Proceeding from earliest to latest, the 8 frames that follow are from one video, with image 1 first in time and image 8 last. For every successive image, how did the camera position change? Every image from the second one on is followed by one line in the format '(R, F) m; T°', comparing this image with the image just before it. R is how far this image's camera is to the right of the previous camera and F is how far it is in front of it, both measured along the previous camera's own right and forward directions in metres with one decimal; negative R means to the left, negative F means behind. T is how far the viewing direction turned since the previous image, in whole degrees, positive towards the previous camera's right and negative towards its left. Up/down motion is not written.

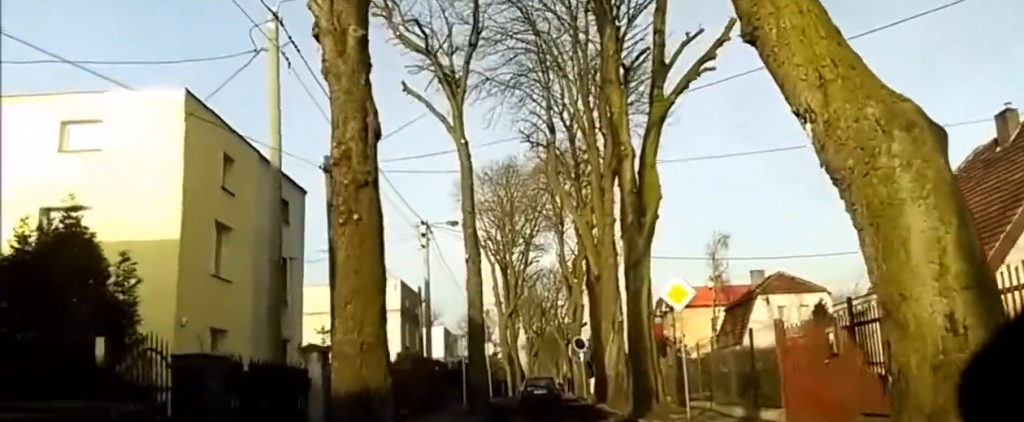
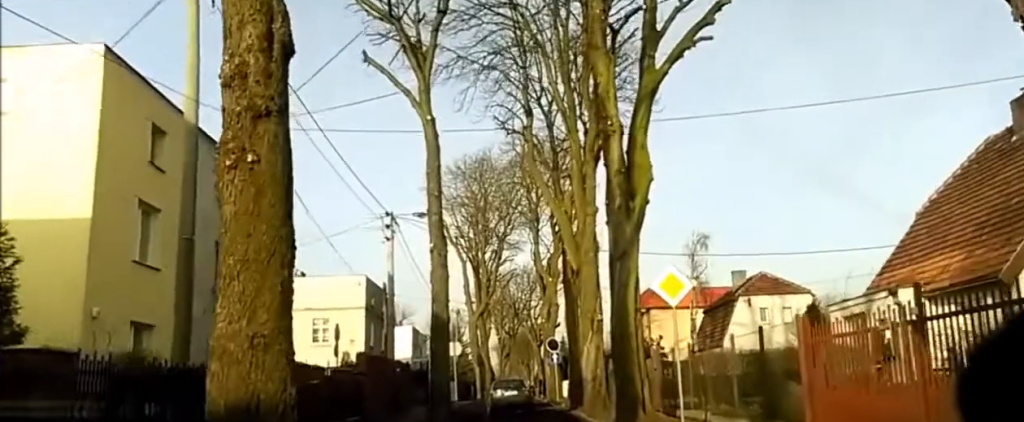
(+0.9, +3.1) m; +14°
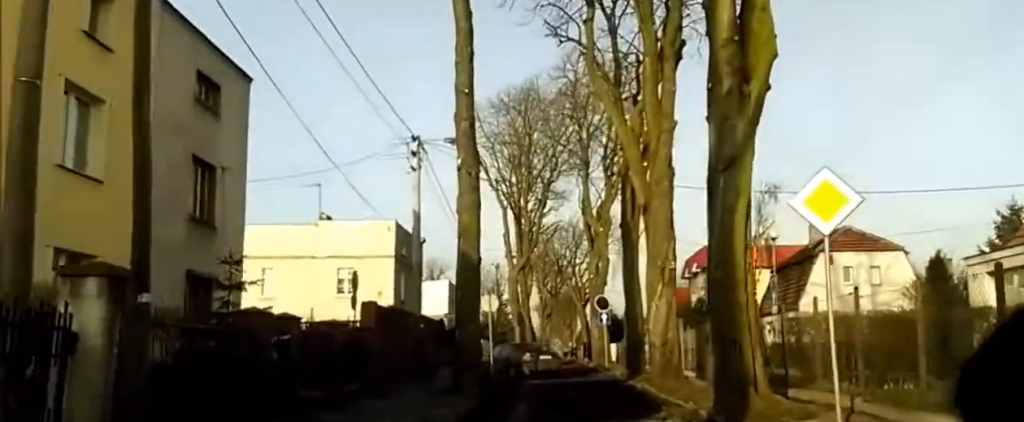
(-1.0, +7.2) m; -22°
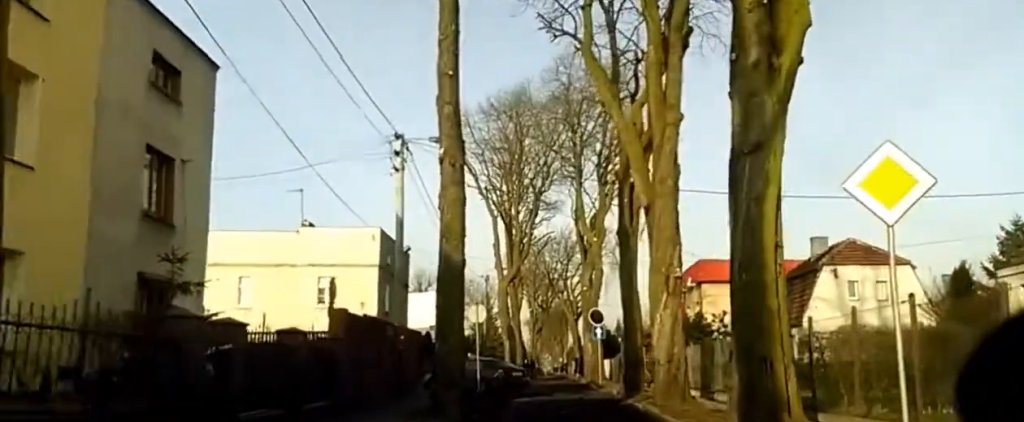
(-0.2, +2.9) m; -7°
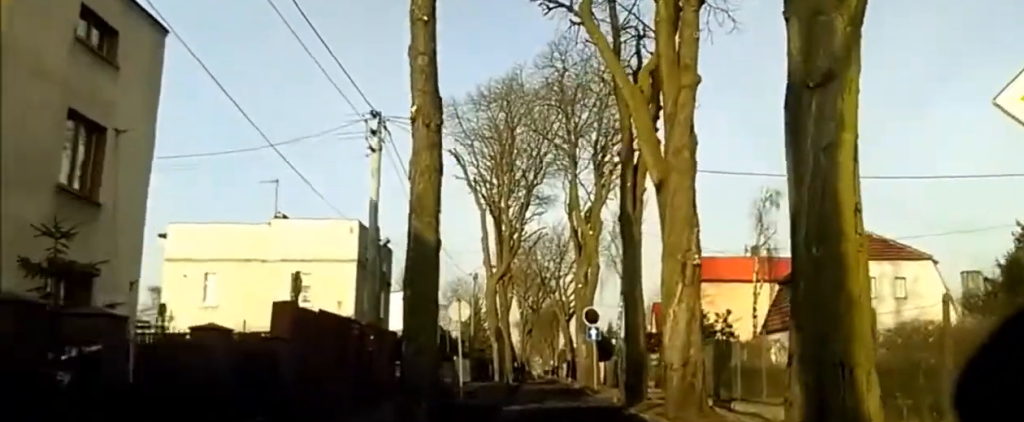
(-0.2, +4.2) m; -2°
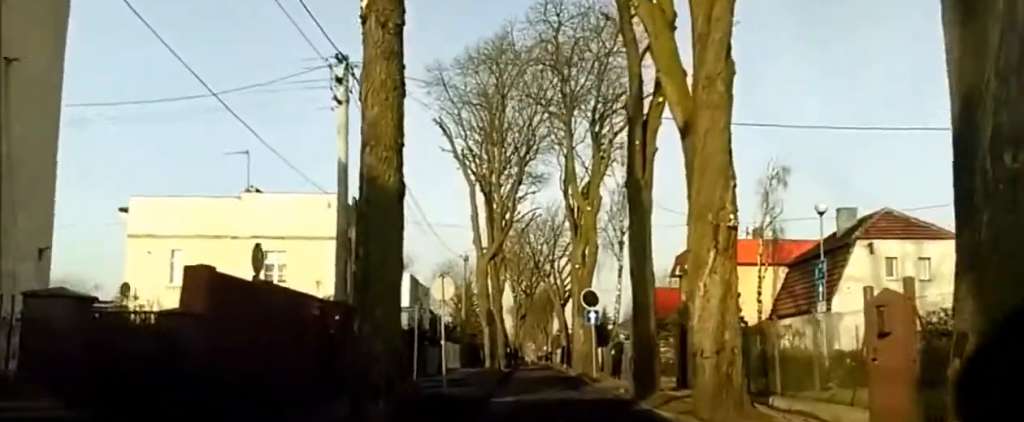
(+0.2, +5.1) m; +6°
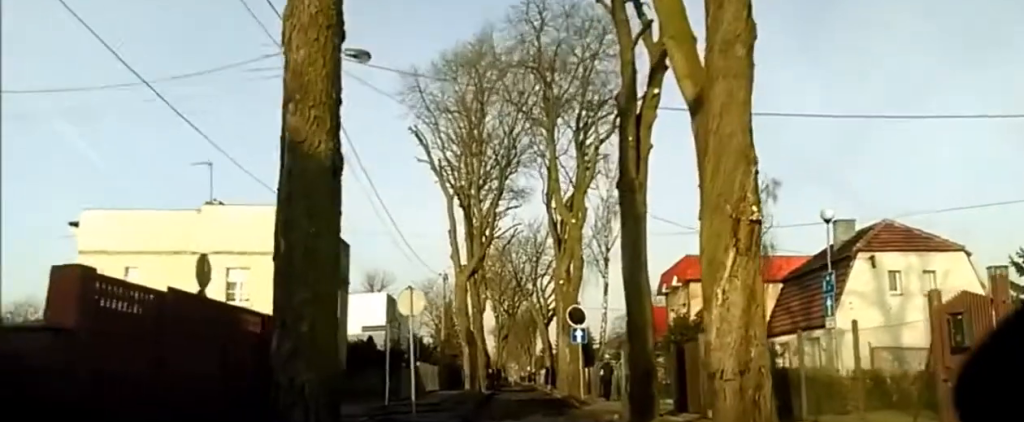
(+0.2, +3.8) m; +3°
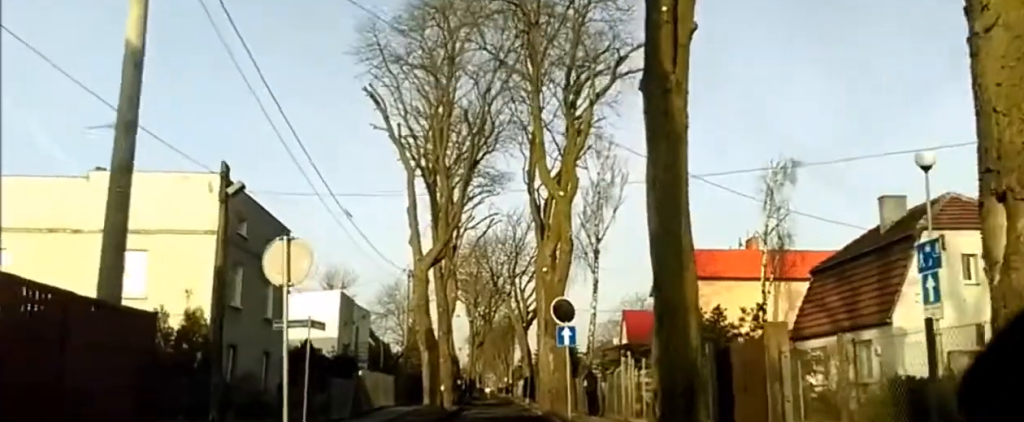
(+0.1, +6.4) m; +5°
